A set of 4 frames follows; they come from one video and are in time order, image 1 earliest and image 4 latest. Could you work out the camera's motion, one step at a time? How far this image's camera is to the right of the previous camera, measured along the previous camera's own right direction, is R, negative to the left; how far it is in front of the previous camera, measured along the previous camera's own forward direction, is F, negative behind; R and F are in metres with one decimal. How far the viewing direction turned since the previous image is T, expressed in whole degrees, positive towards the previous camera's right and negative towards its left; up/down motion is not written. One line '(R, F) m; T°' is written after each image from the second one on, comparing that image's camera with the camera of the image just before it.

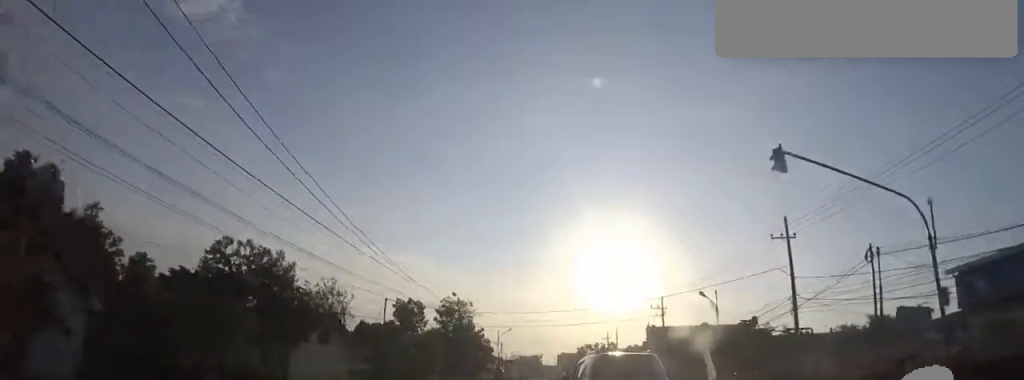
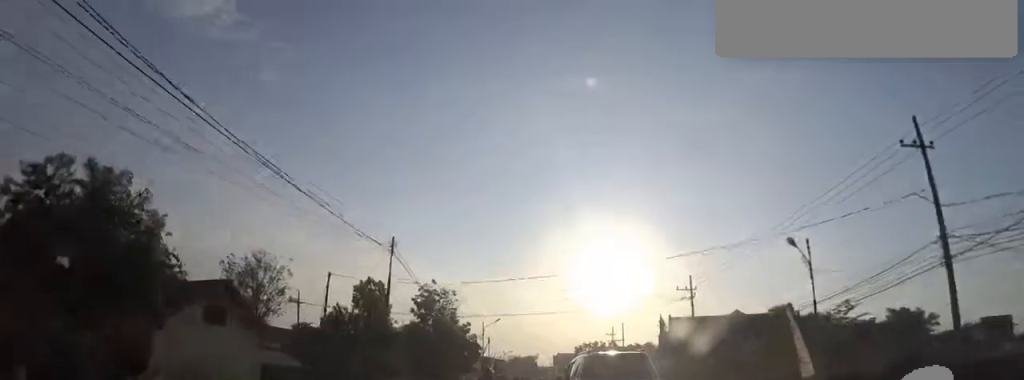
(0.0, +12.4) m; 0°
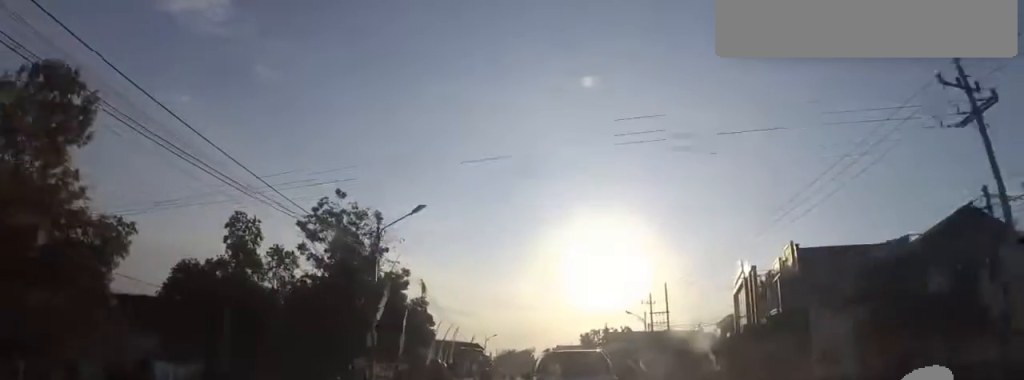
(+0.3, +31.7) m; +5°
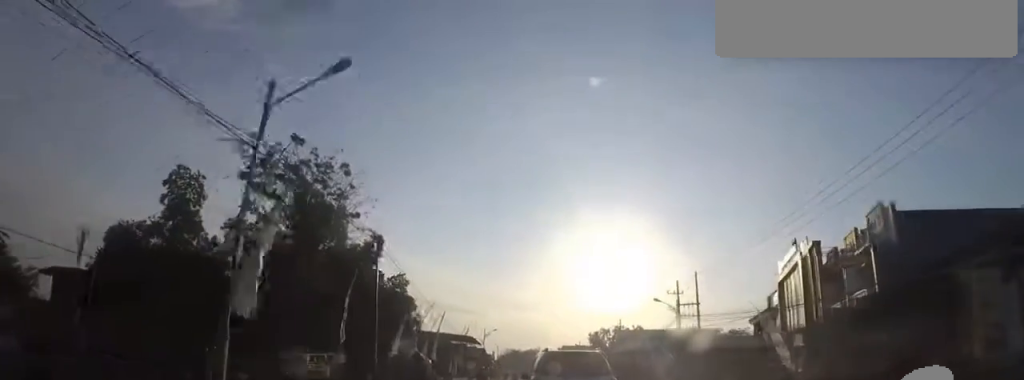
(+0.7, +8.6) m; 0°
